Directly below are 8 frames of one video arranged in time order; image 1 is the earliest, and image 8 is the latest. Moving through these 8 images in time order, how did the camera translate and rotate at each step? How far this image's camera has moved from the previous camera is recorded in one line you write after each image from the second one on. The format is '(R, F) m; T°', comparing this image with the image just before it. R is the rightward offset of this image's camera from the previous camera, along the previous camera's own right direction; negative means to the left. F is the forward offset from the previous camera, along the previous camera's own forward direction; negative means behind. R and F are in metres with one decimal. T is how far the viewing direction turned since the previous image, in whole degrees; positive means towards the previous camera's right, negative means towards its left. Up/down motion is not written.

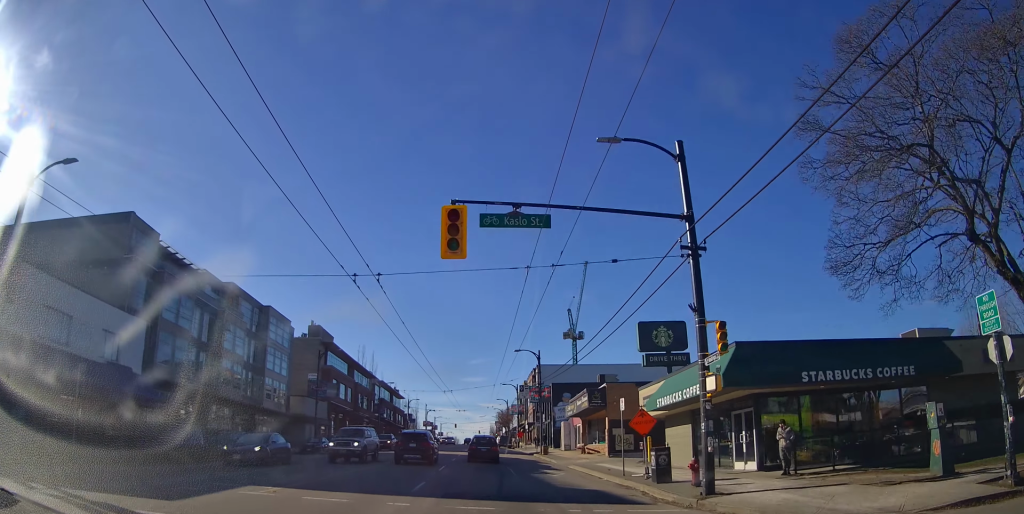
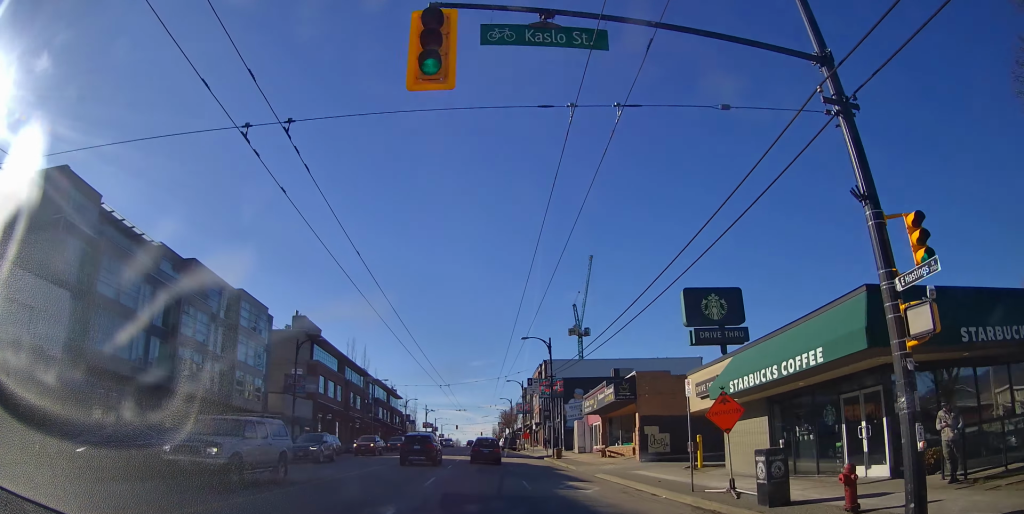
(0.0, +7.0) m; 0°
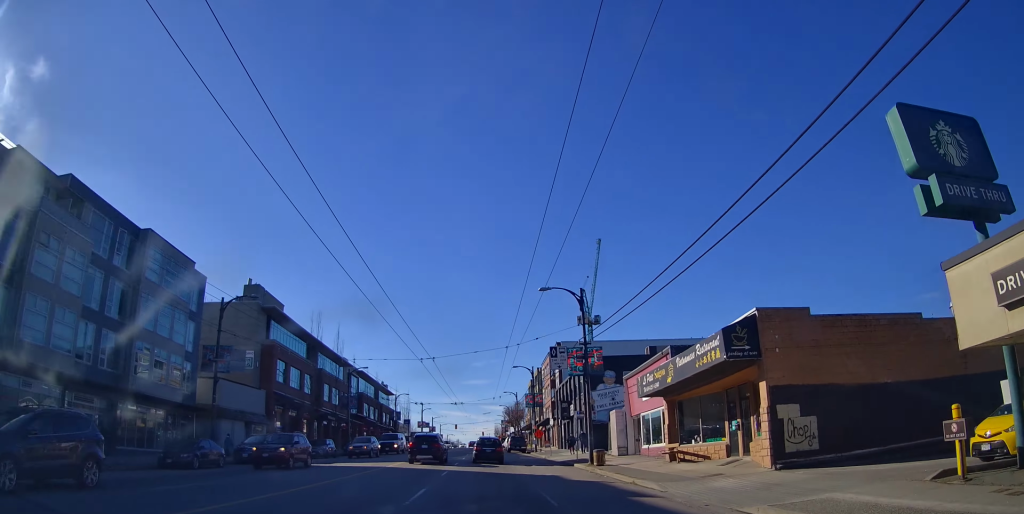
(0.0, +14.2) m; 0°
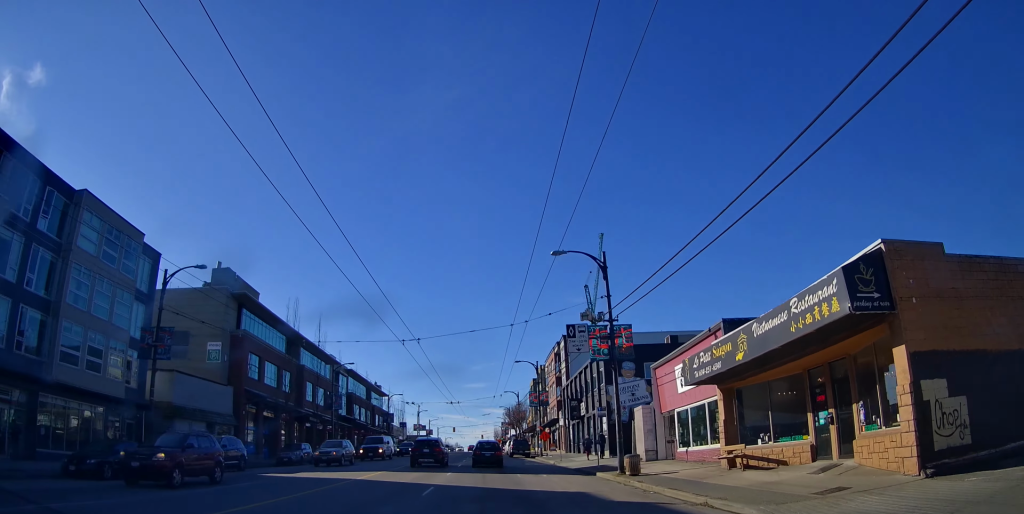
(0.0, +6.4) m; 0°
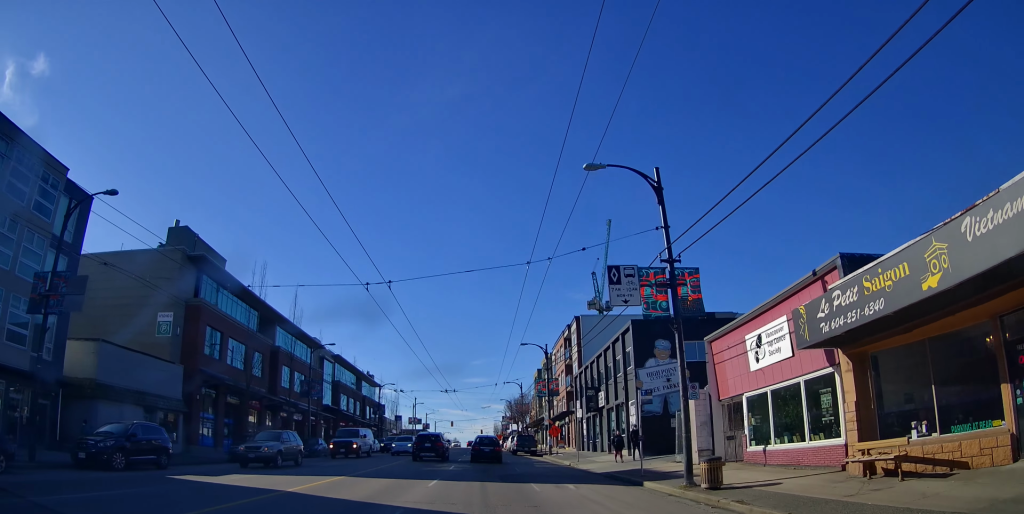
(0.0, +7.6) m; 0°
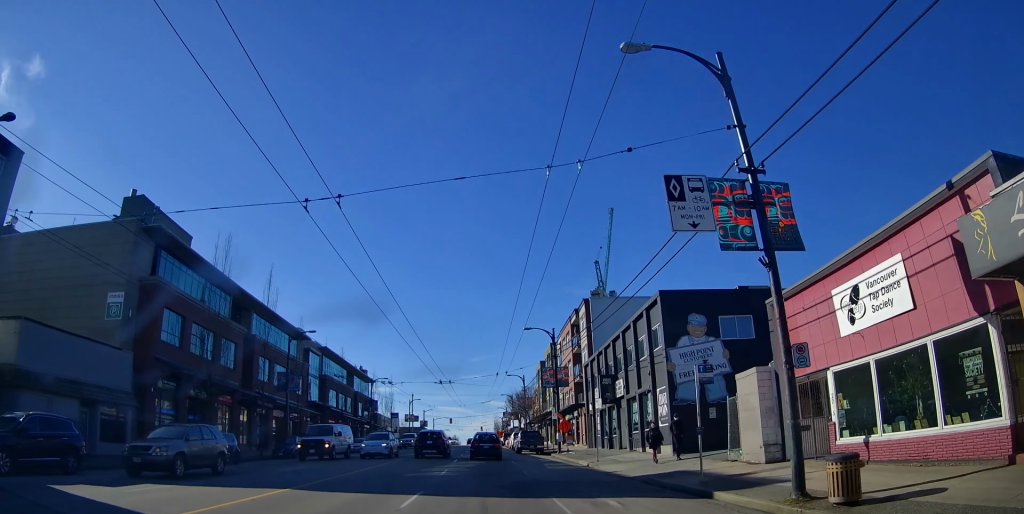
(0.0, +5.6) m; 0°
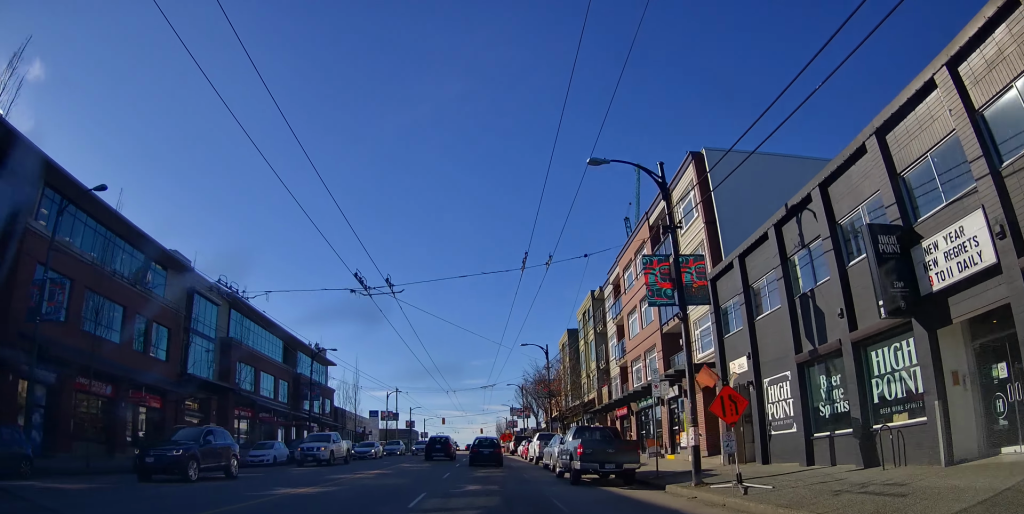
(-0.1, +27.2) m; -3°
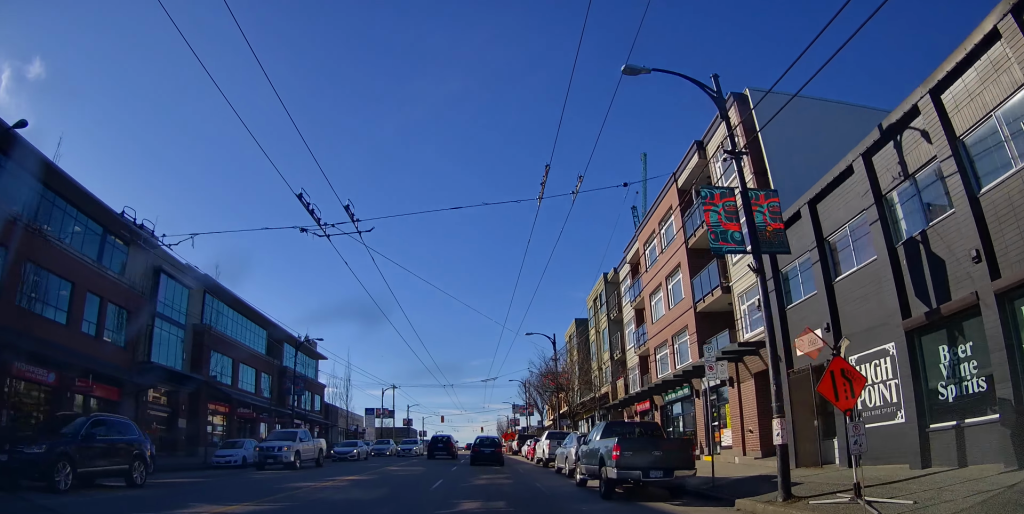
(-0.2, +4.6) m; 0°
